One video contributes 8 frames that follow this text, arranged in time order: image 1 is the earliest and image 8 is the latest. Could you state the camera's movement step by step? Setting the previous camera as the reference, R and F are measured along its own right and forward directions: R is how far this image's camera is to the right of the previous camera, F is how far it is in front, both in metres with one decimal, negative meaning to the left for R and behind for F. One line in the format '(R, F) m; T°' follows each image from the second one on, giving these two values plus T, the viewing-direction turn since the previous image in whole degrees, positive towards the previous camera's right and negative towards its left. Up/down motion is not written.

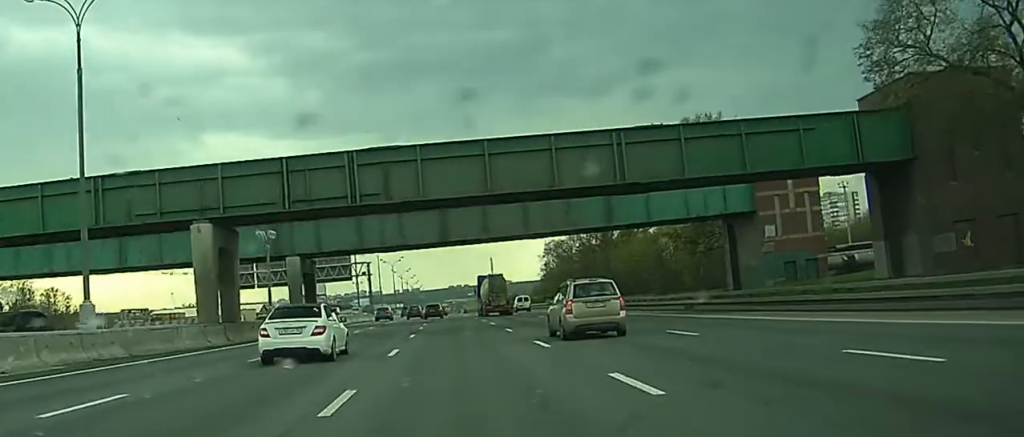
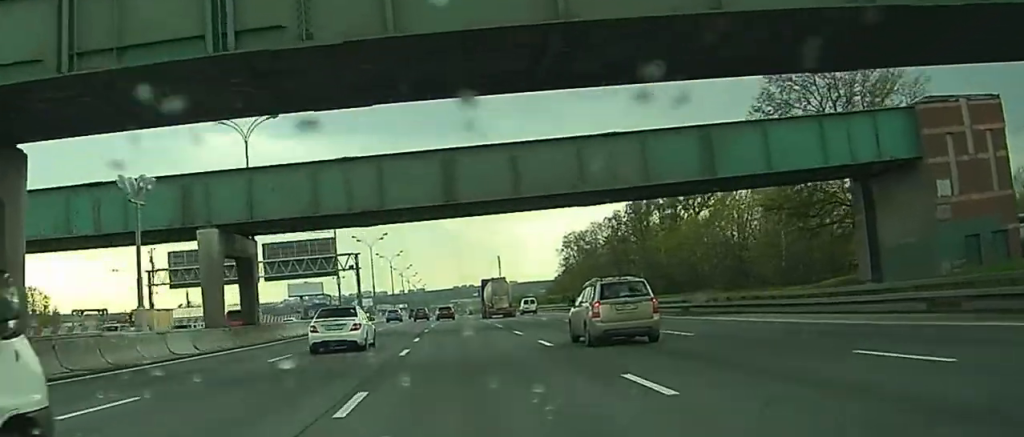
(-0.1, +25.1) m; 0°
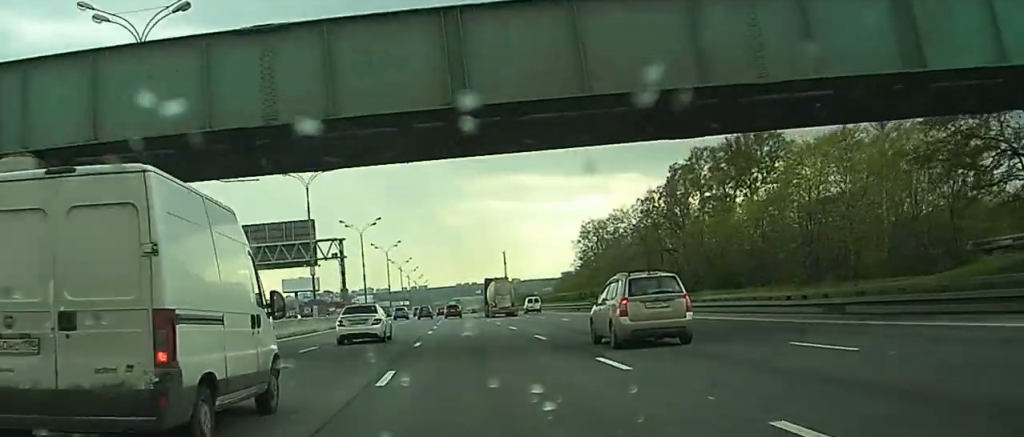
(+0.1, +19.6) m; 0°
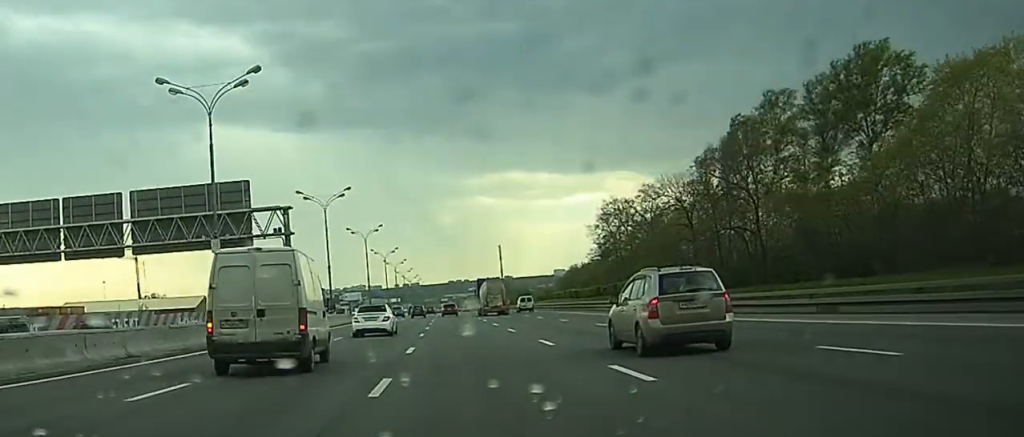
(+0.1, +28.2) m; 0°
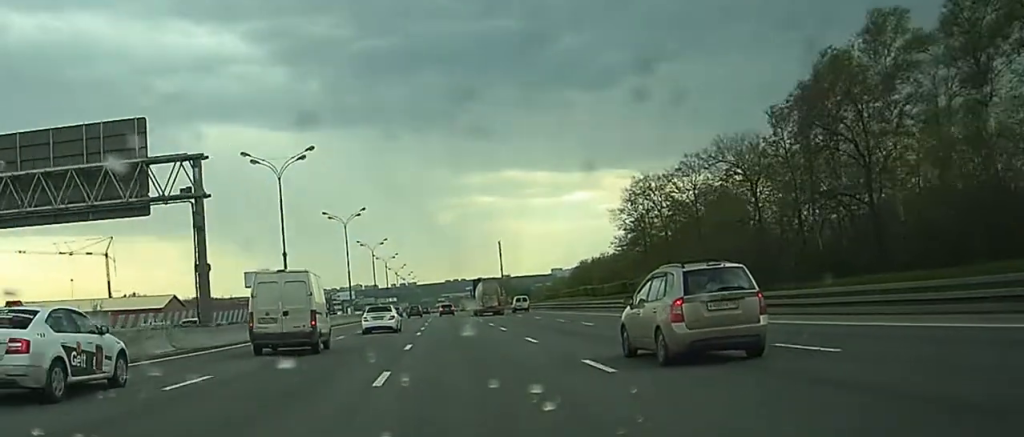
(-0.1, +22.4) m; 0°
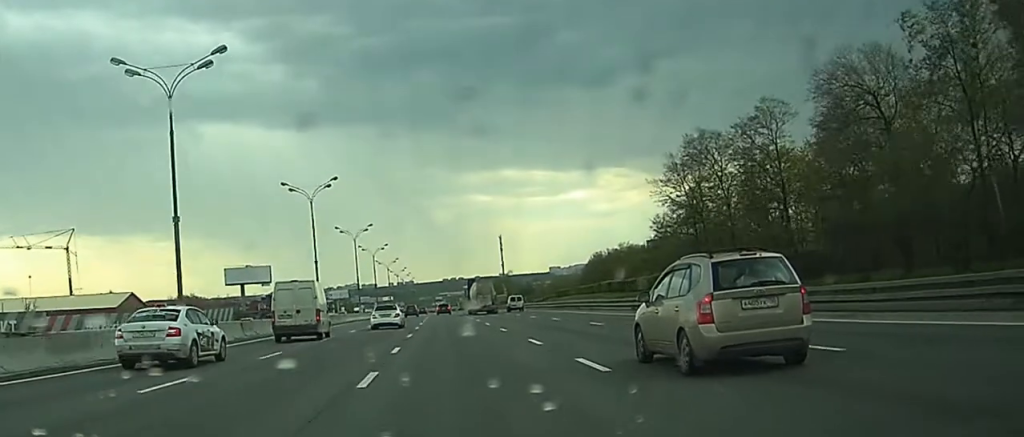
(0.0, +24.4) m; 0°
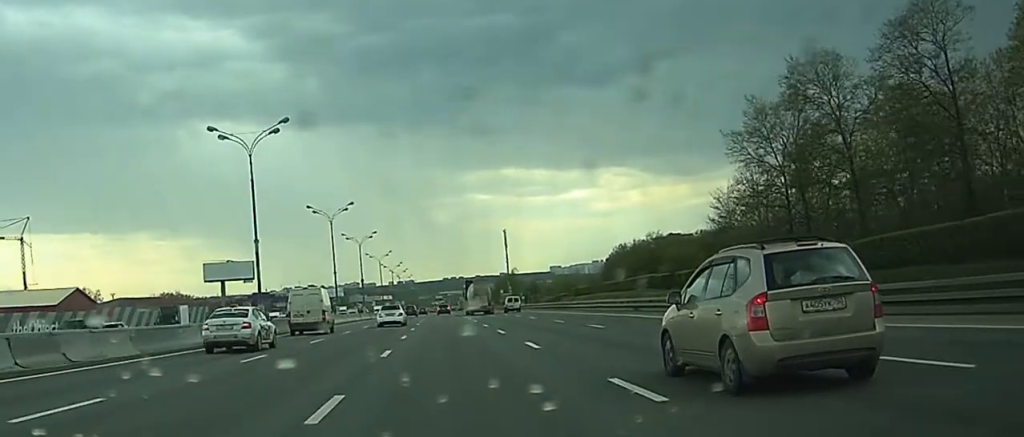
(-0.1, +23.1) m; 0°
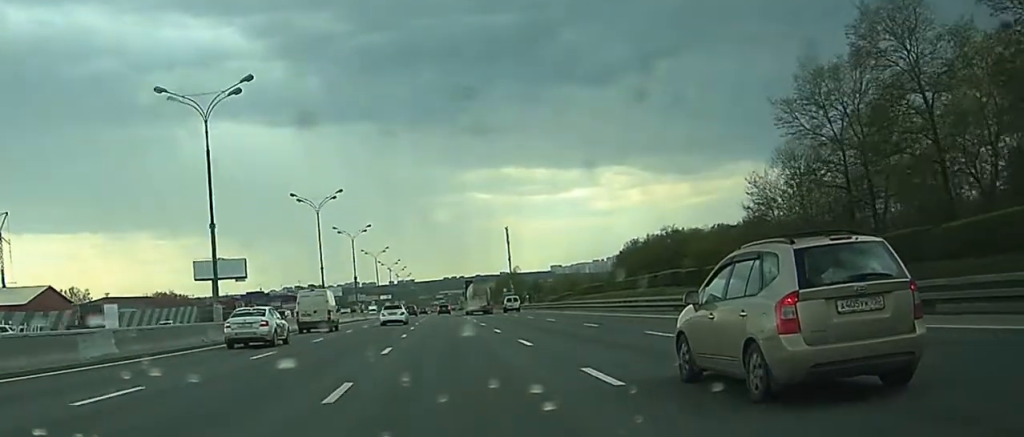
(0.0, +8.8) m; 0°
